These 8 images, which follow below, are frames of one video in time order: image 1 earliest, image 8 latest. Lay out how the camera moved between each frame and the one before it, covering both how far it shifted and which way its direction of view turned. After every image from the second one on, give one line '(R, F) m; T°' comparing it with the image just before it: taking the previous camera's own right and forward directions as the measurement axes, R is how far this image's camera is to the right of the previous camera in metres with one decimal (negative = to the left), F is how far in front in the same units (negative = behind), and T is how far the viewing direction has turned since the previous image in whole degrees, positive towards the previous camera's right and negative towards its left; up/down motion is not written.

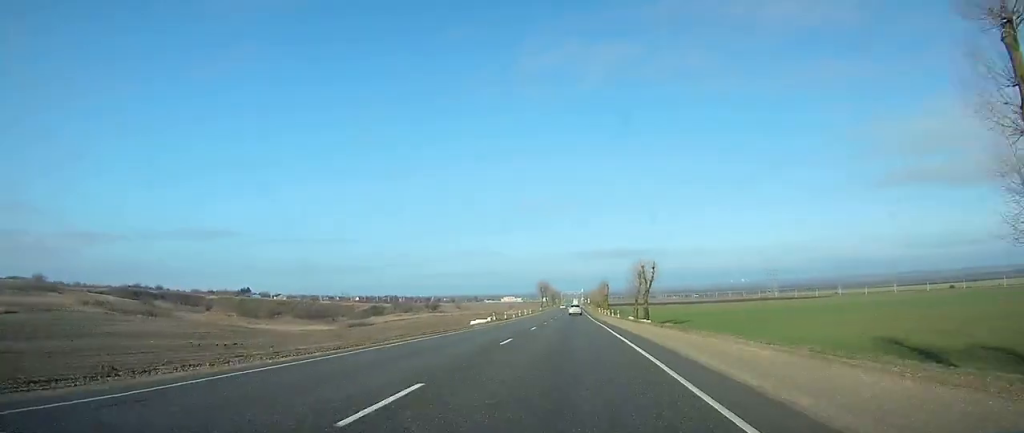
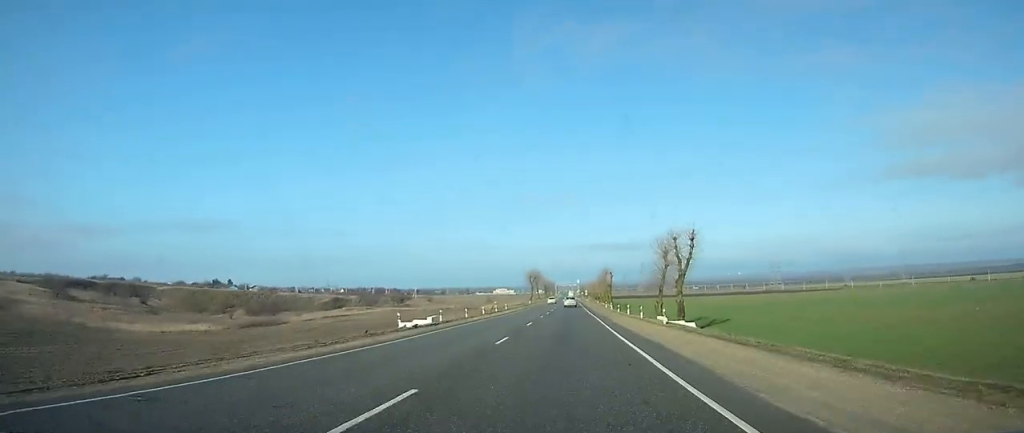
(+0.2, +36.6) m; 0°
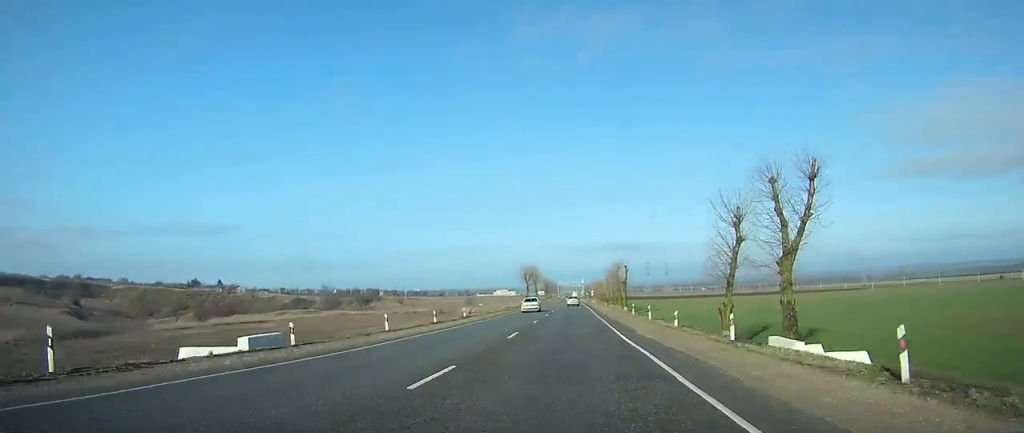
(-0.1, +34.0) m; 0°
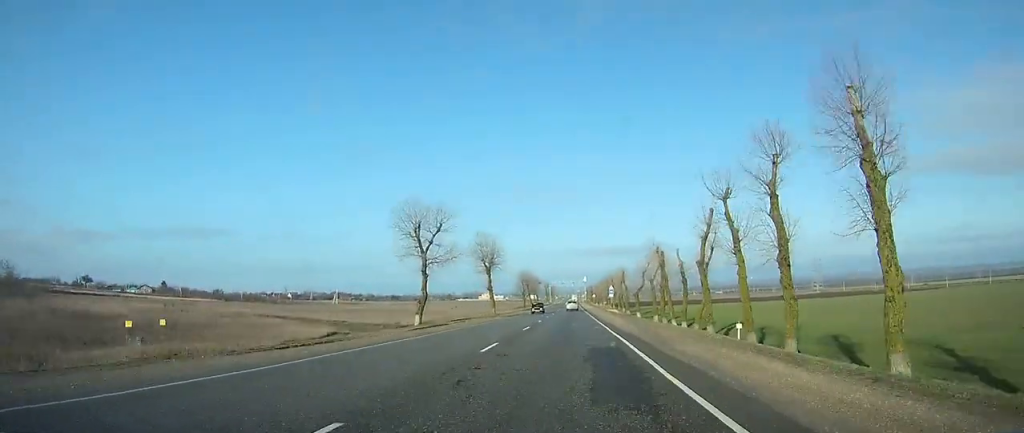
(+0.1, +114.1) m; 0°
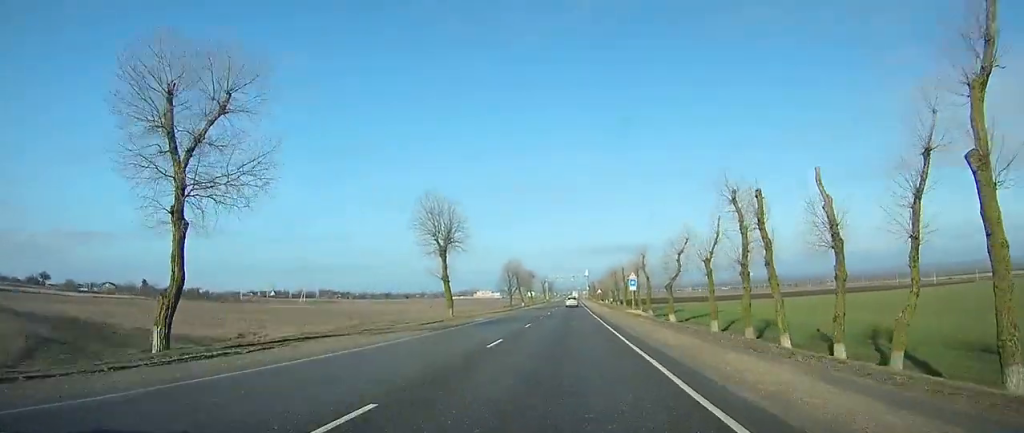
(0.0, +34.4) m; 0°
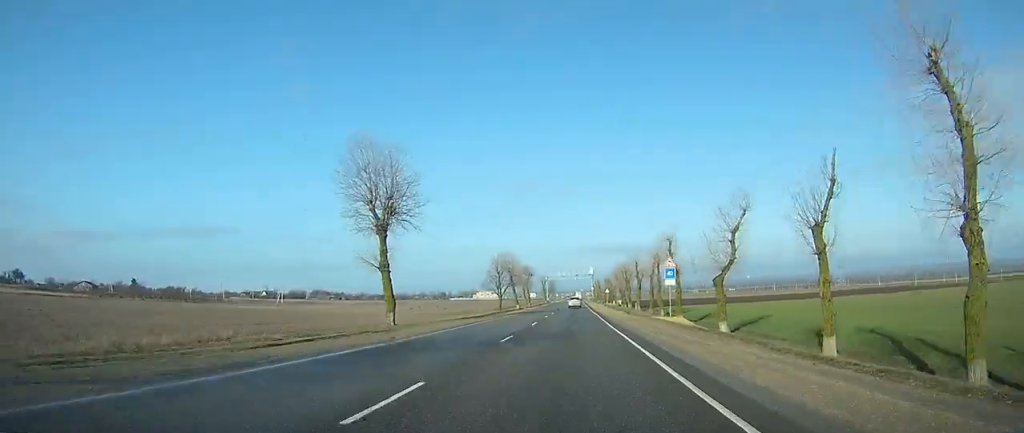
(0.0, +21.7) m; 0°
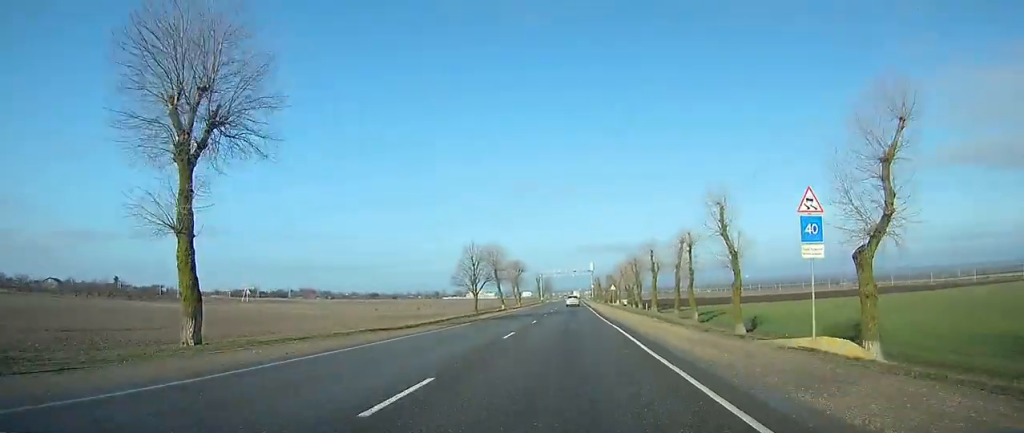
(0.0, +23.1) m; 0°
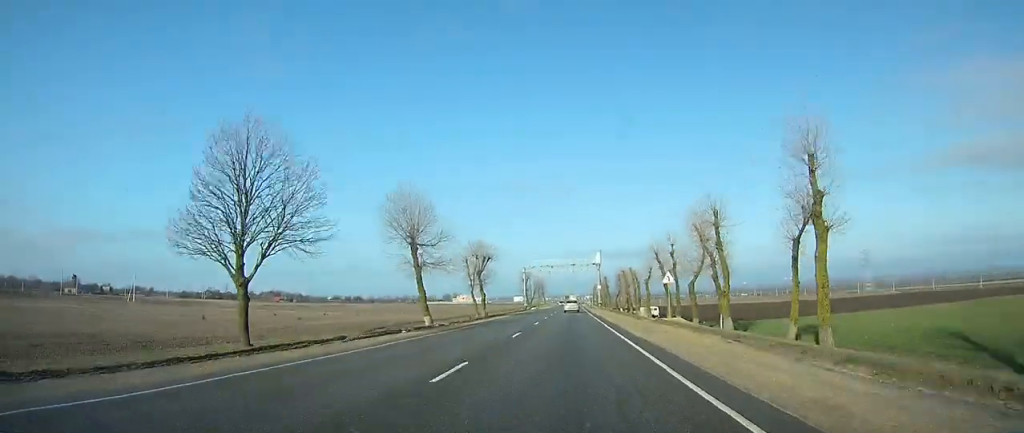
(+0.3, +56.0) m; +1°
